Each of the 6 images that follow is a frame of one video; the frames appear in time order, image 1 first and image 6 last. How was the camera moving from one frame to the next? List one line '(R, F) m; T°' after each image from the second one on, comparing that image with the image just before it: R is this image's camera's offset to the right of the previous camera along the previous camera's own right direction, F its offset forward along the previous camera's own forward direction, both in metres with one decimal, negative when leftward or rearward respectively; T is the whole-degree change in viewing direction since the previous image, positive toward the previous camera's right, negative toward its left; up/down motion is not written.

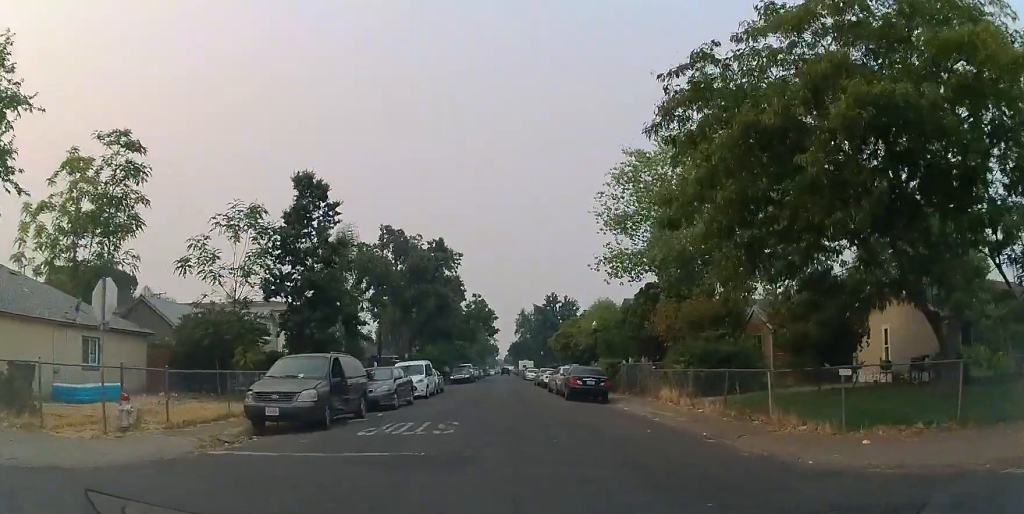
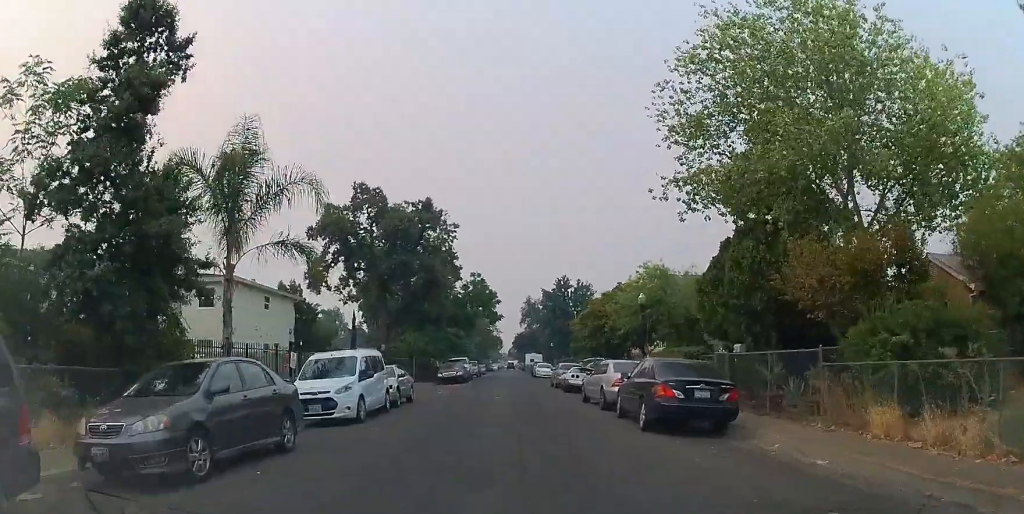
(-0.5, +12.9) m; -3°
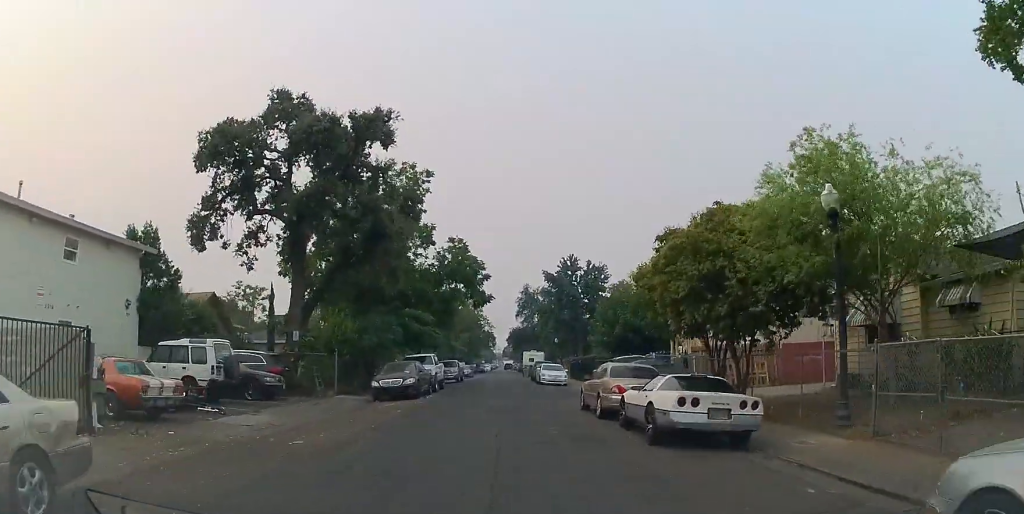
(+0.7, +17.9) m; 0°
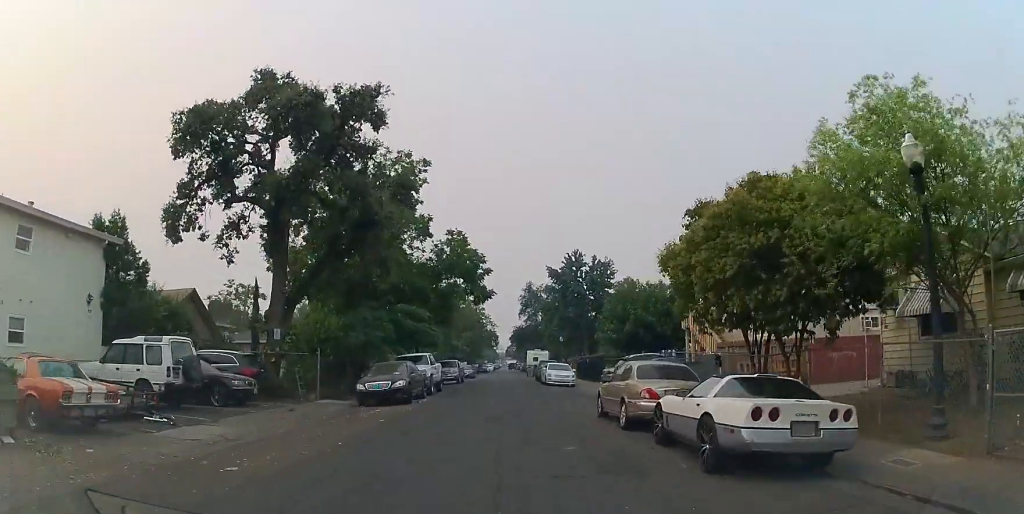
(0.0, +2.7) m; 0°
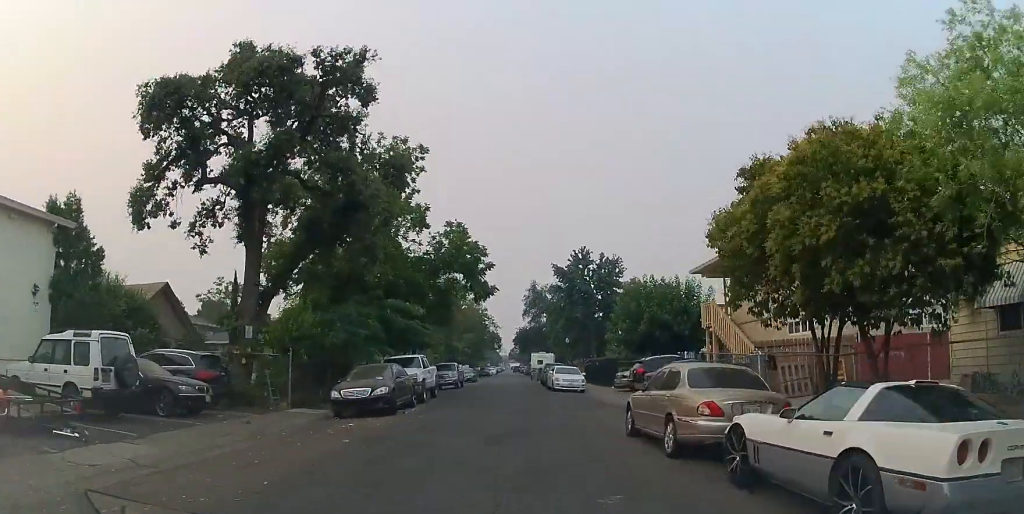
(0.0, +3.2) m; 0°
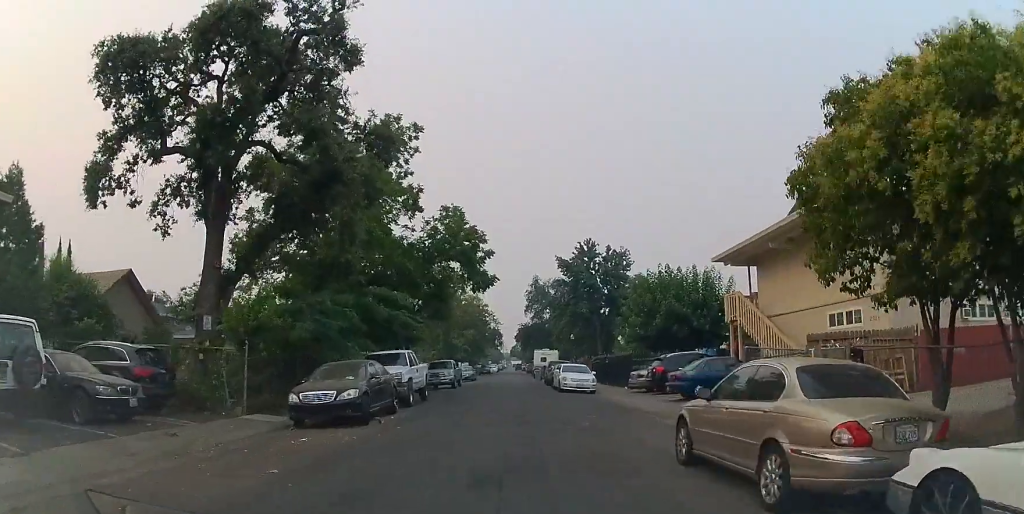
(0.0, +3.4) m; 0°
